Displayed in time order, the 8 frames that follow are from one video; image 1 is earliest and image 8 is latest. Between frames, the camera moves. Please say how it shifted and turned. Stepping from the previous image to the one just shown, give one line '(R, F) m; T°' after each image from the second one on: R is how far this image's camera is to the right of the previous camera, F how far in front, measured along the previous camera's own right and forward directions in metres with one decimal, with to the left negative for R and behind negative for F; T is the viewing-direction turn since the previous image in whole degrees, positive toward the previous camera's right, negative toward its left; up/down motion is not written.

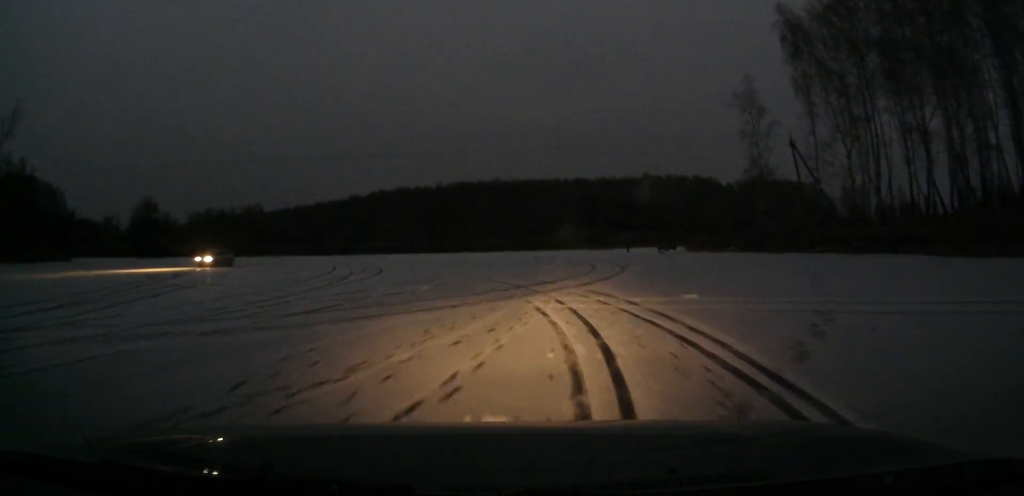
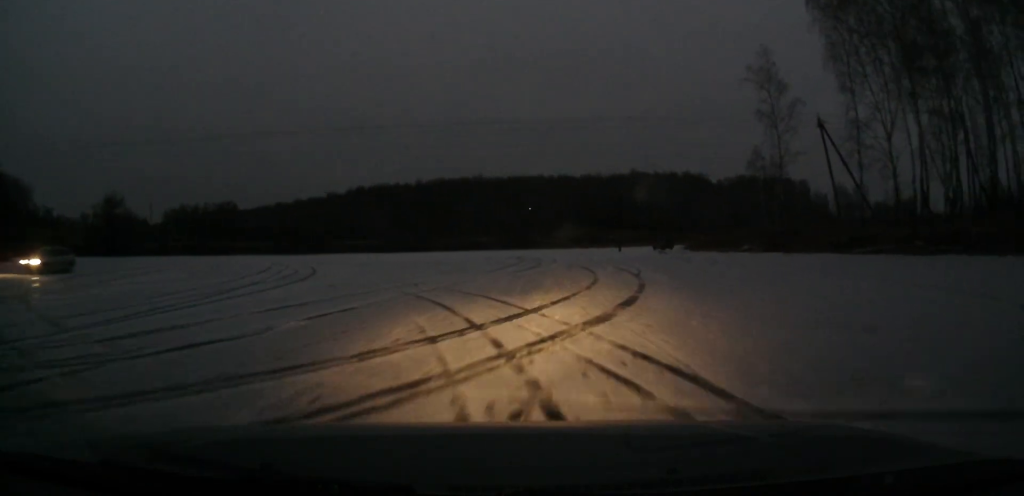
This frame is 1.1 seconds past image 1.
(+0.2, +9.5) m; +2°
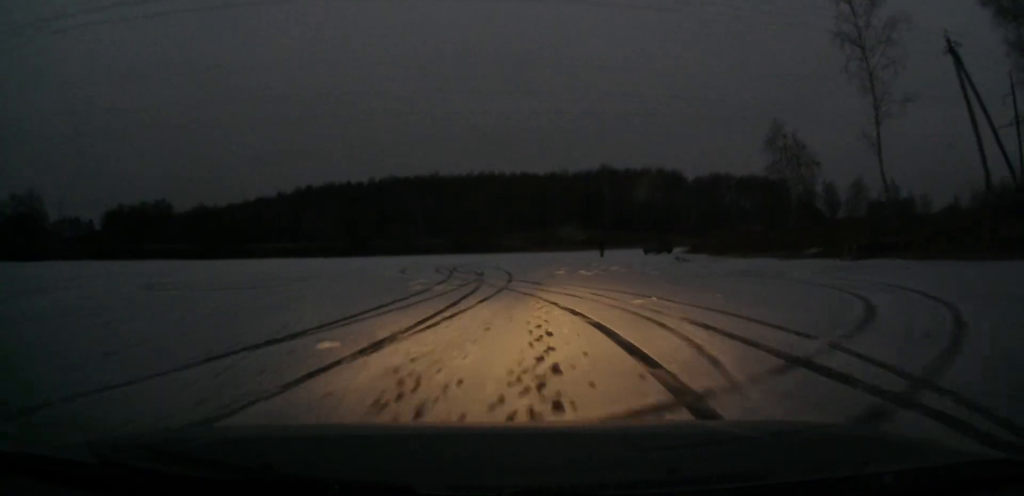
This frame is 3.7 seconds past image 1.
(+0.2, +20.5) m; -3°
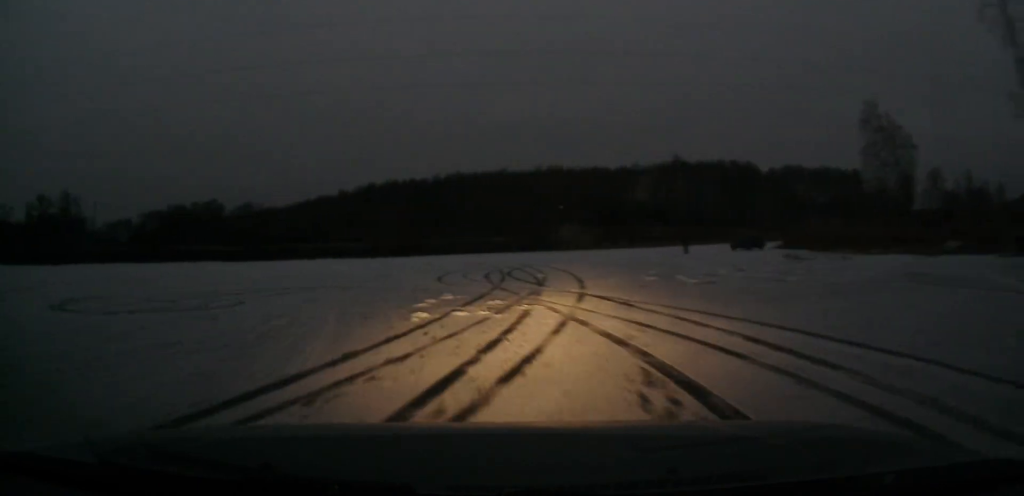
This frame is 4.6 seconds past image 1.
(-0.3, +7.7) m; -4°
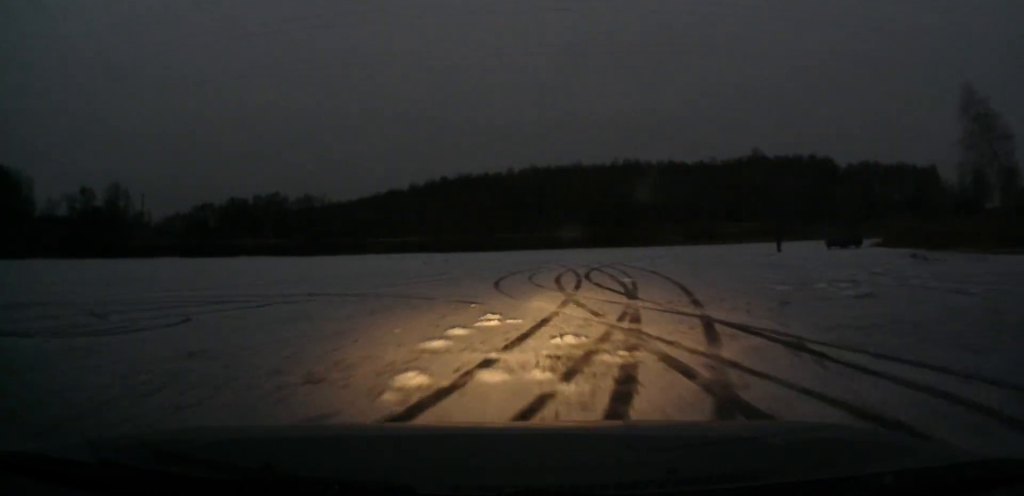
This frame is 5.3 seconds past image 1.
(-0.1, +5.7) m; -1°
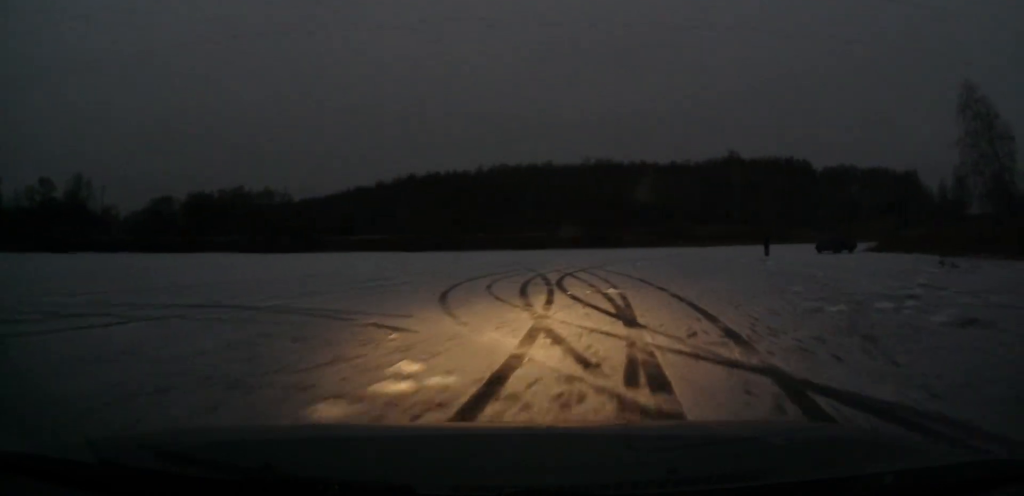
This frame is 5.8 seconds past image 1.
(-0.1, +4.3) m; +1°
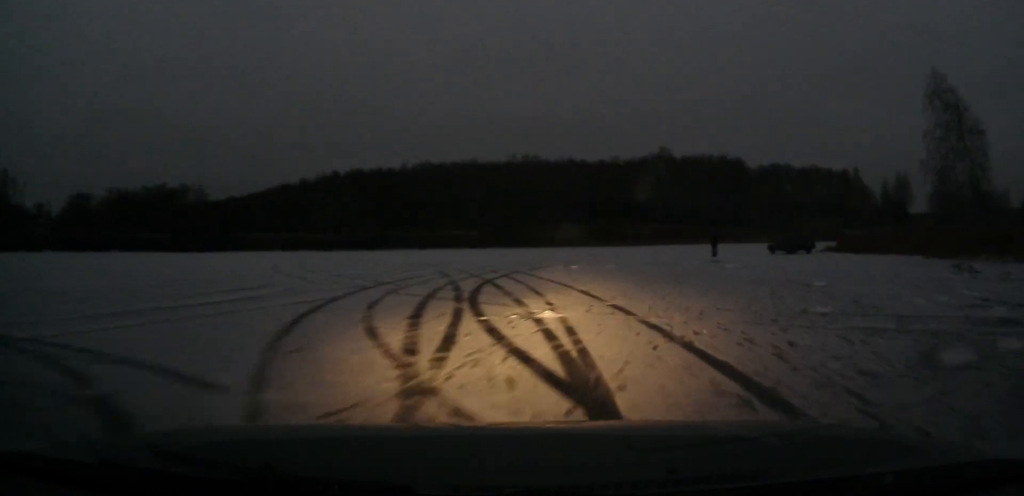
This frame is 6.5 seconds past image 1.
(+0.1, +5.0) m; +5°
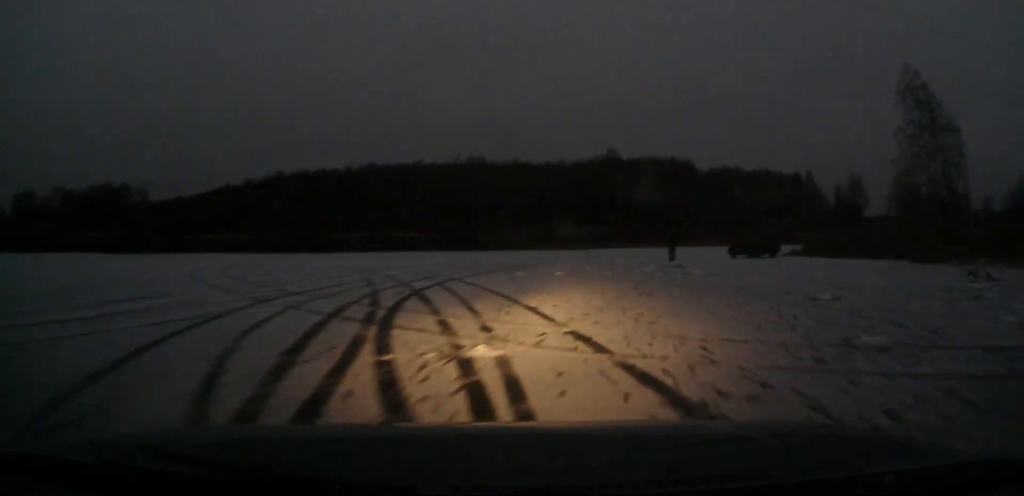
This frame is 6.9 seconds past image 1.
(0.0, +3.2) m; +3°
